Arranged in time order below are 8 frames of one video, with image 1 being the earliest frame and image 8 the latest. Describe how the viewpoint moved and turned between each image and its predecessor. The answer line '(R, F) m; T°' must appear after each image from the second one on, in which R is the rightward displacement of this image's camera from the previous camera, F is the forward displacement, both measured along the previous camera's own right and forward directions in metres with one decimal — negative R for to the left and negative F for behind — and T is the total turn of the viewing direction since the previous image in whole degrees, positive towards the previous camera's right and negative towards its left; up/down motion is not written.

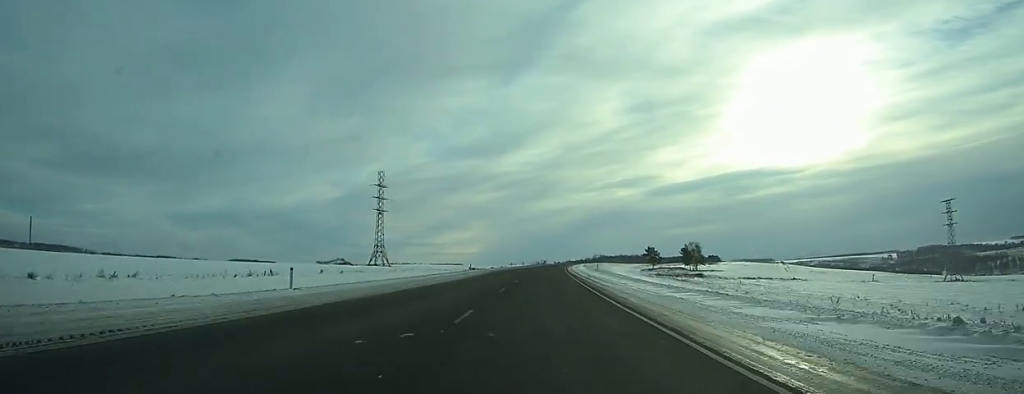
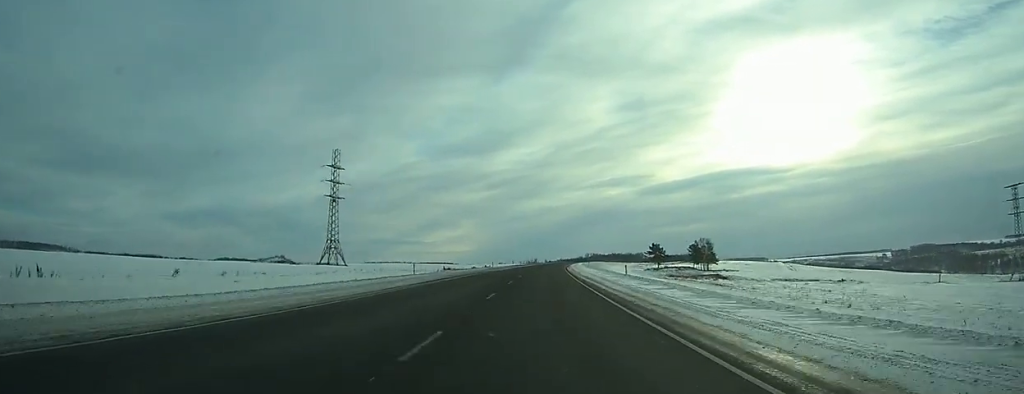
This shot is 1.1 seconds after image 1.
(+0.3, +28.5) m; +1°
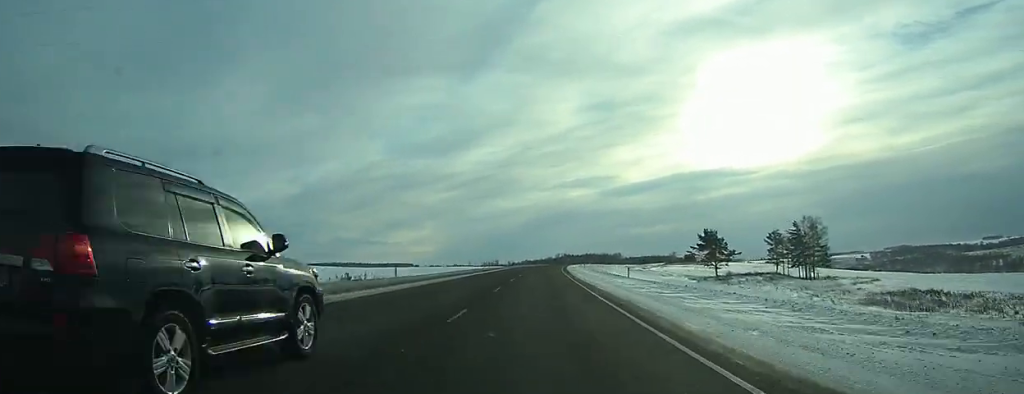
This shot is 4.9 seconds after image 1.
(+3.0, +102.7) m; +3°
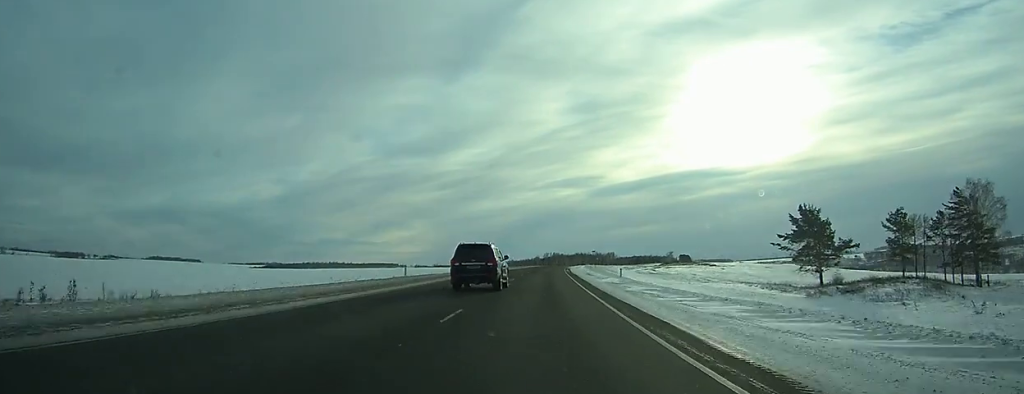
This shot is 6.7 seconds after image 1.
(+0.6, +47.6) m; +1°
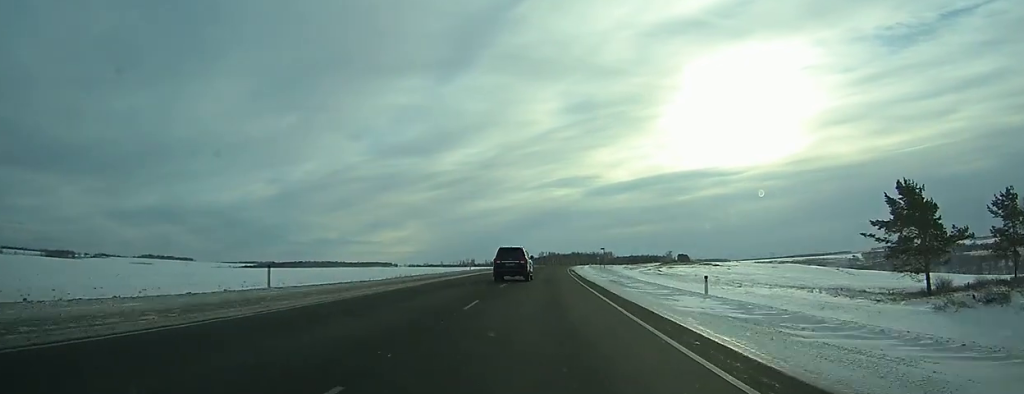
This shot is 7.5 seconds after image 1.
(+0.1, +21.2) m; +1°
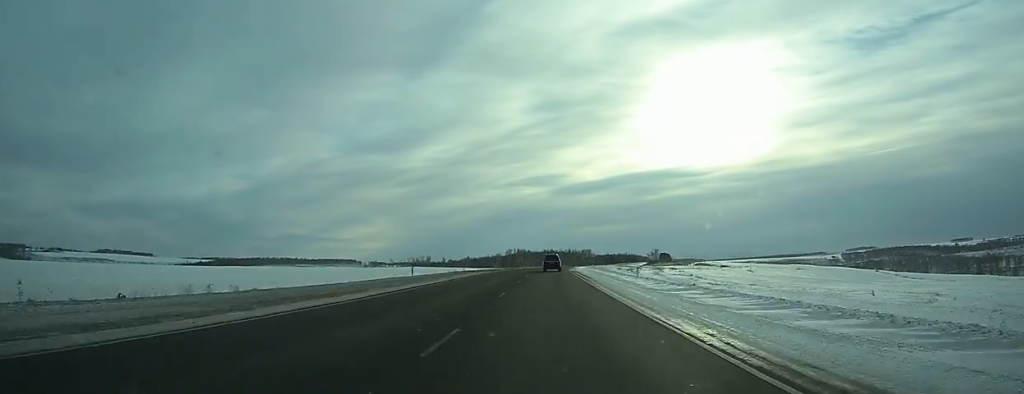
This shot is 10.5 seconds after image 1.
(+1.7, +77.9) m; +3°
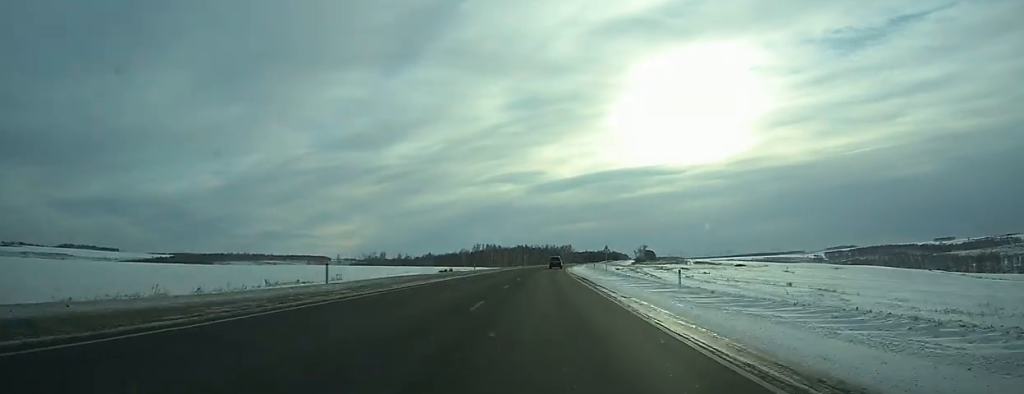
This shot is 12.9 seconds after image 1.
(+1.5, +64.9) m; +2°
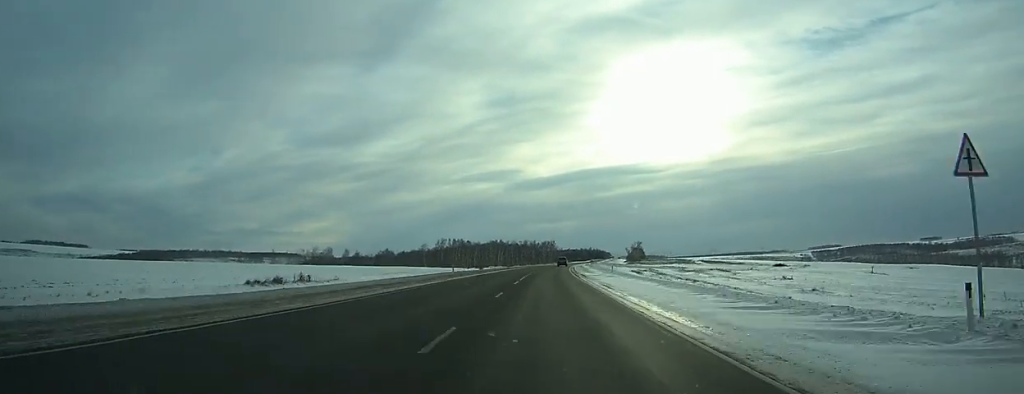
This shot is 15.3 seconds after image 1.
(+1.3, +66.8) m; +2°
